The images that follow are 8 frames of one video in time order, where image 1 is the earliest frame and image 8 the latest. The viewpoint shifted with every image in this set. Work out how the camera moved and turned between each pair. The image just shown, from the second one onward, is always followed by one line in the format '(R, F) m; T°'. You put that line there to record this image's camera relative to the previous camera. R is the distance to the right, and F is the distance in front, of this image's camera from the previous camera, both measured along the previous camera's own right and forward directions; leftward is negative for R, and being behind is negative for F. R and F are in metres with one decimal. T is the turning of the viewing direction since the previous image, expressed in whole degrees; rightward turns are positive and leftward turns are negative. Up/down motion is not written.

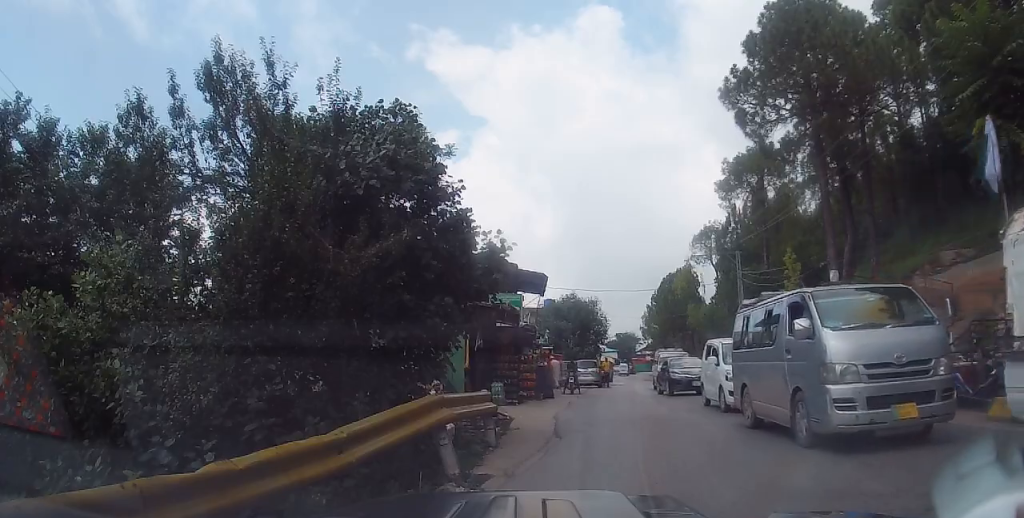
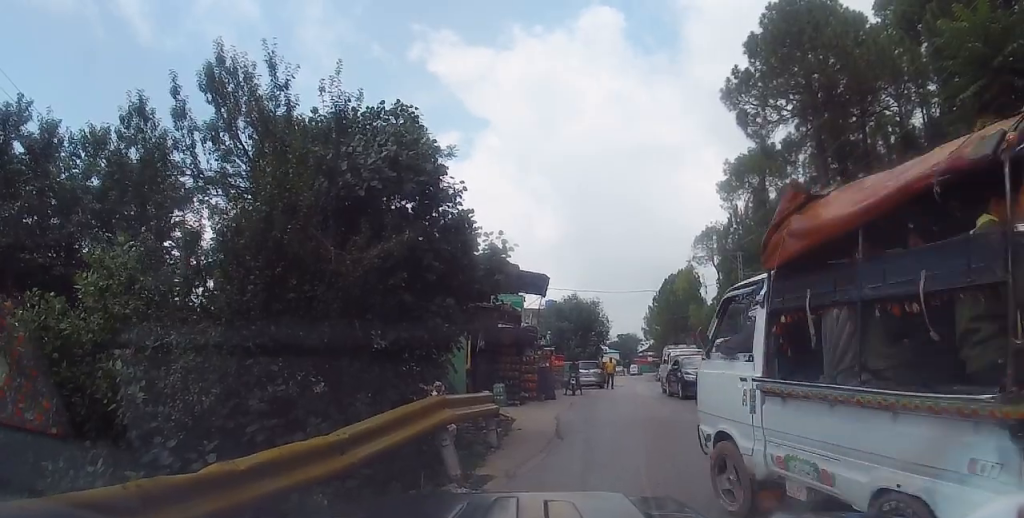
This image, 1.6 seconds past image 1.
(+0.1, +0.1) m; 0°
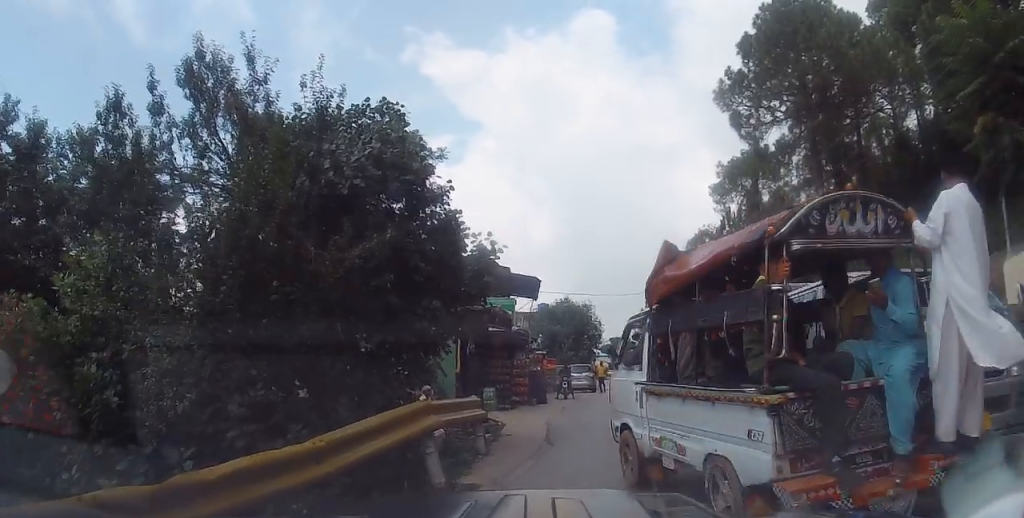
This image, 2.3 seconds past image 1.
(+0.1, +0.2) m; 0°
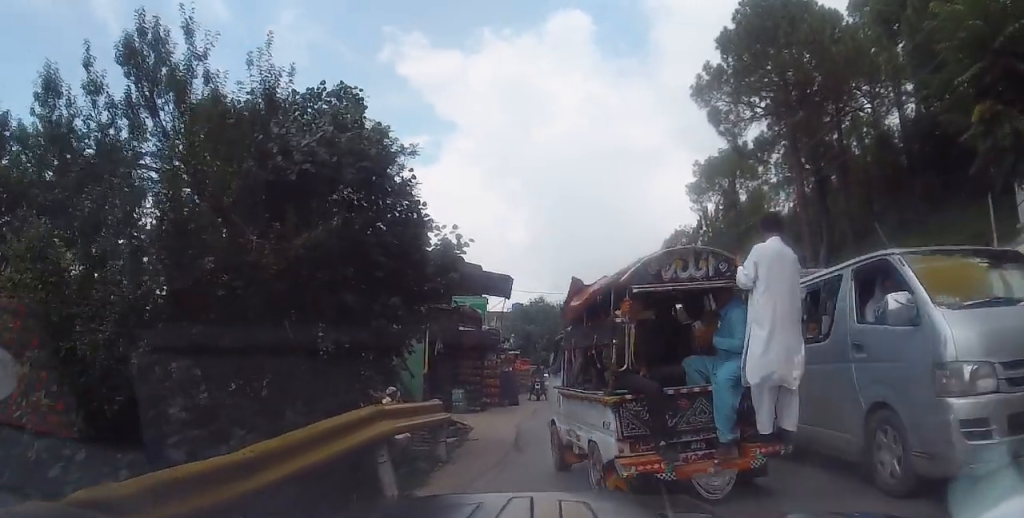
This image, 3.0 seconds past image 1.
(+0.1, +0.5) m; 0°
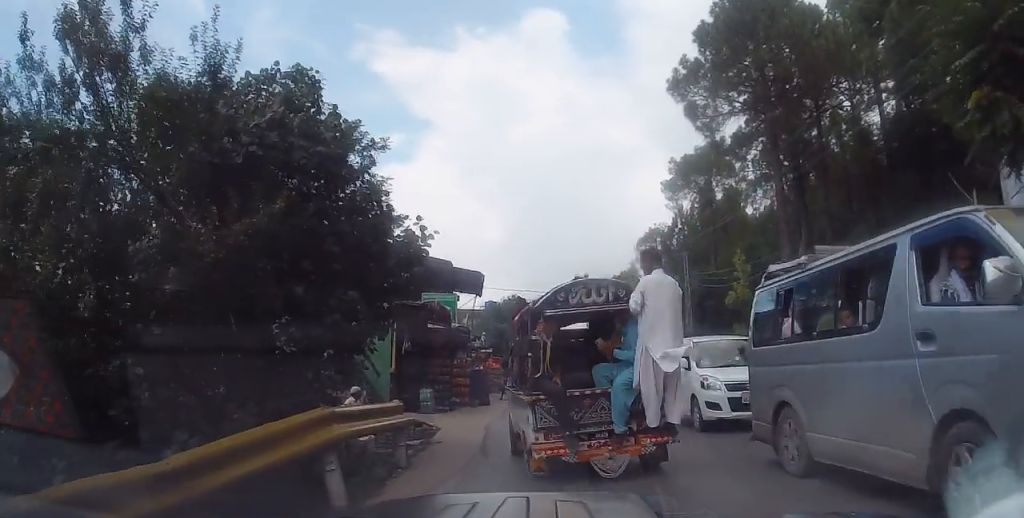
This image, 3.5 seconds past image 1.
(+0.1, +0.4) m; 0°
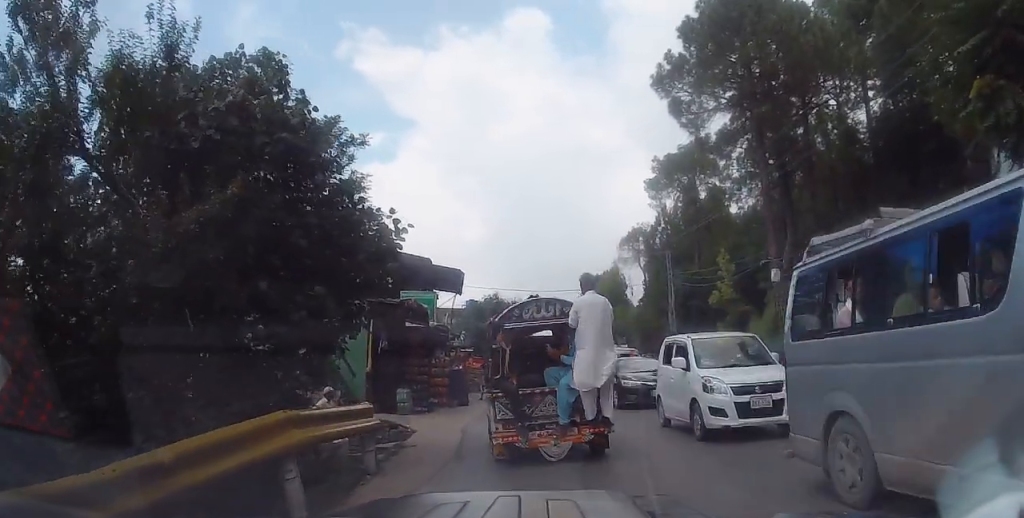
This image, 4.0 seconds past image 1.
(+0.1, +0.5) m; 0°
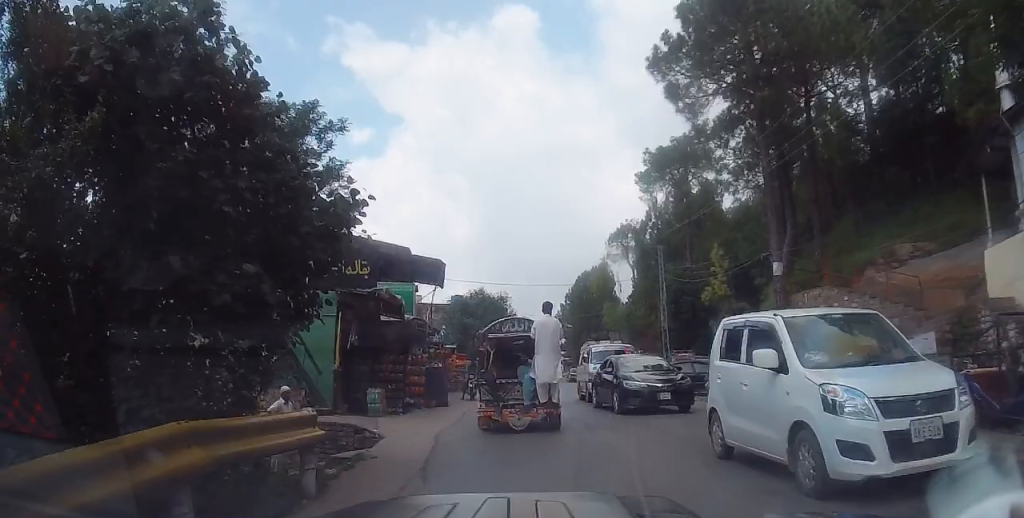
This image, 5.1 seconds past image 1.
(+0.2, +1.4) m; -4°
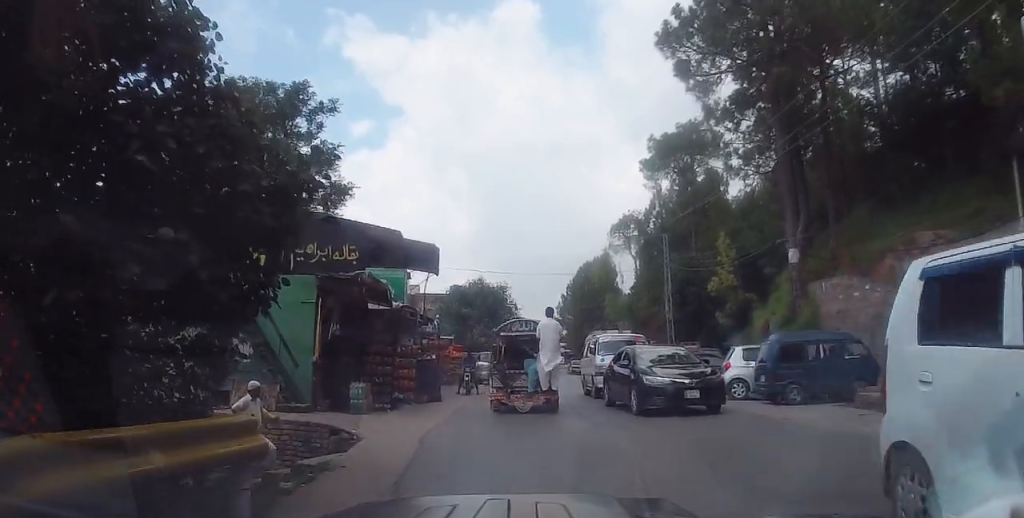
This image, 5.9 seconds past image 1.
(-0.2, +1.3) m; +2°
